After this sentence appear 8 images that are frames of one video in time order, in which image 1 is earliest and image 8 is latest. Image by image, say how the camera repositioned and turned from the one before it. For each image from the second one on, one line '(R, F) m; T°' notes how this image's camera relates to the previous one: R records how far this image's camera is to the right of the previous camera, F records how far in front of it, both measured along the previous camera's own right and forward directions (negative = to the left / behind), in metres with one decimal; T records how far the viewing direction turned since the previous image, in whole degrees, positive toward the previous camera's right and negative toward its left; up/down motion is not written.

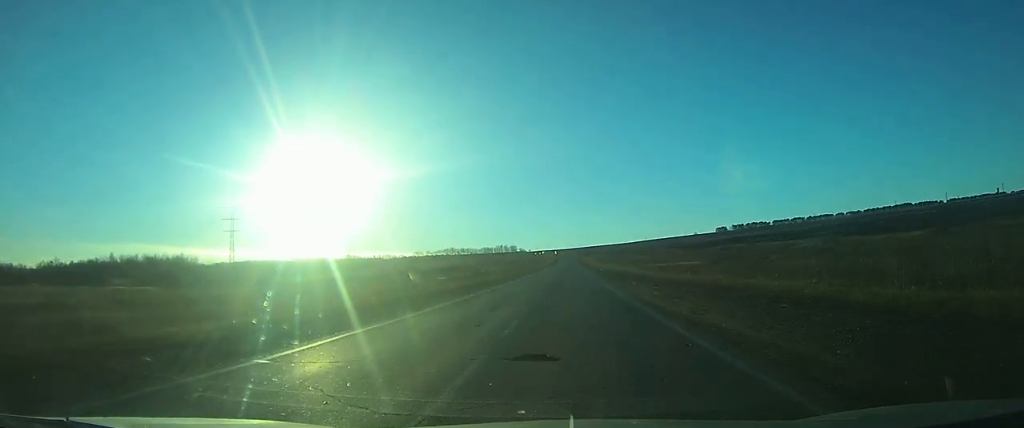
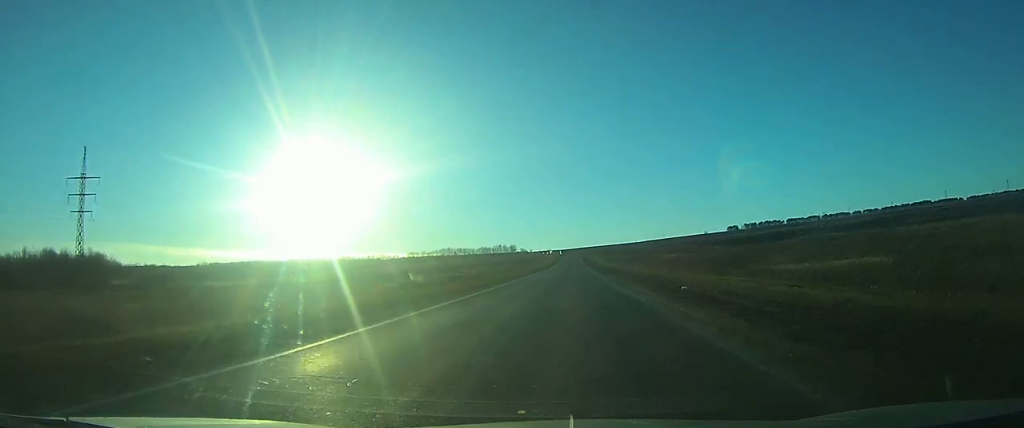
(-0.1, +57.2) m; 0°
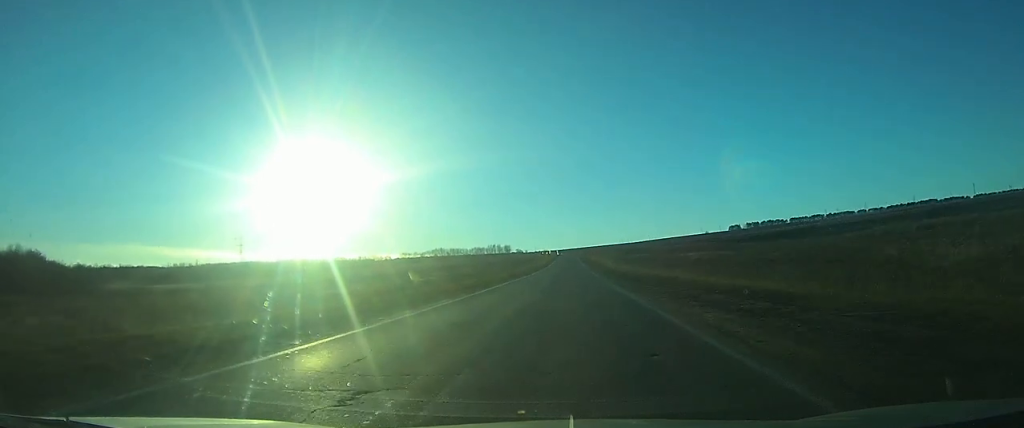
(0.0, +34.9) m; 0°
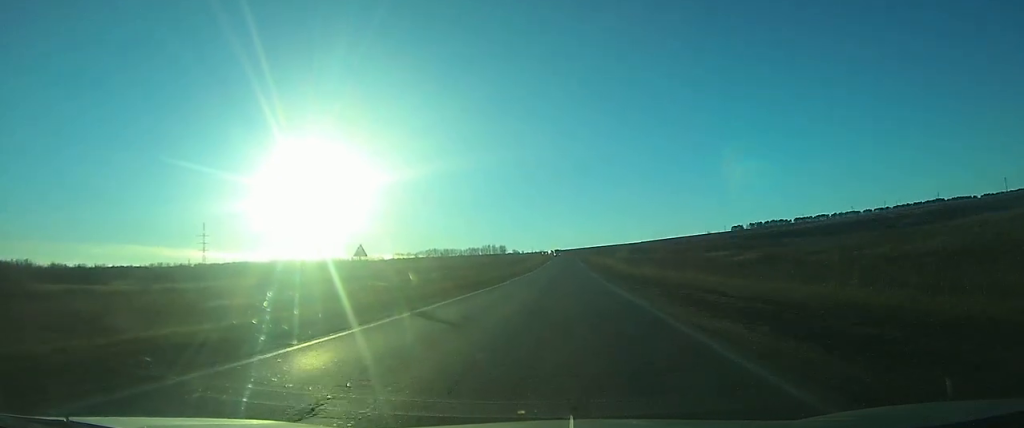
(-0.1, +34.9) m; 0°
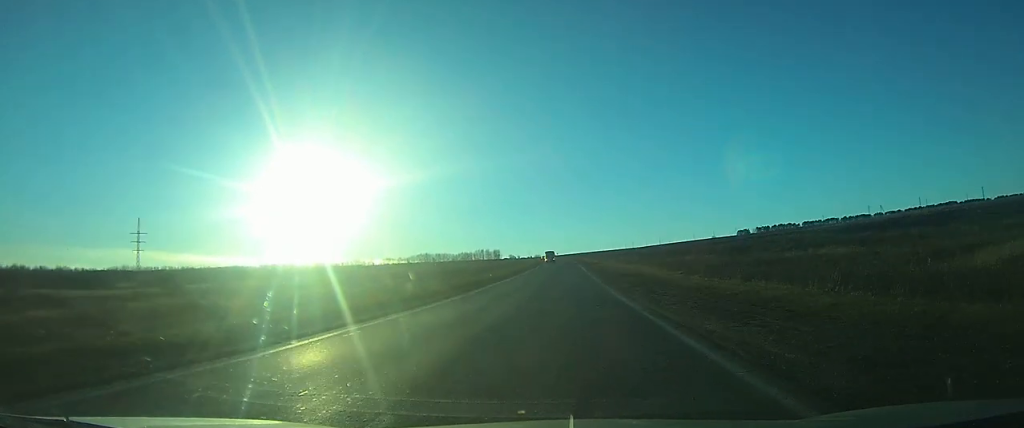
(+0.2, +49.2) m; 0°
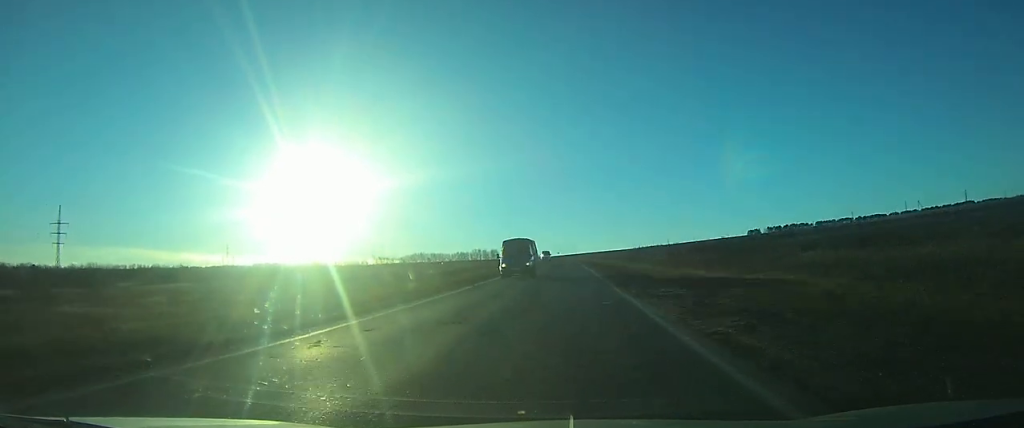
(+0.1, +48.4) m; 0°
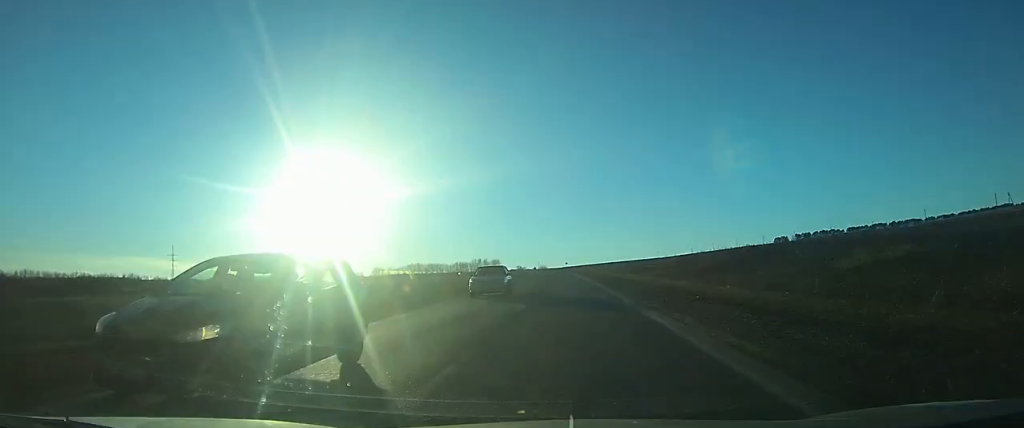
(-0.3, +78.8) m; -1°
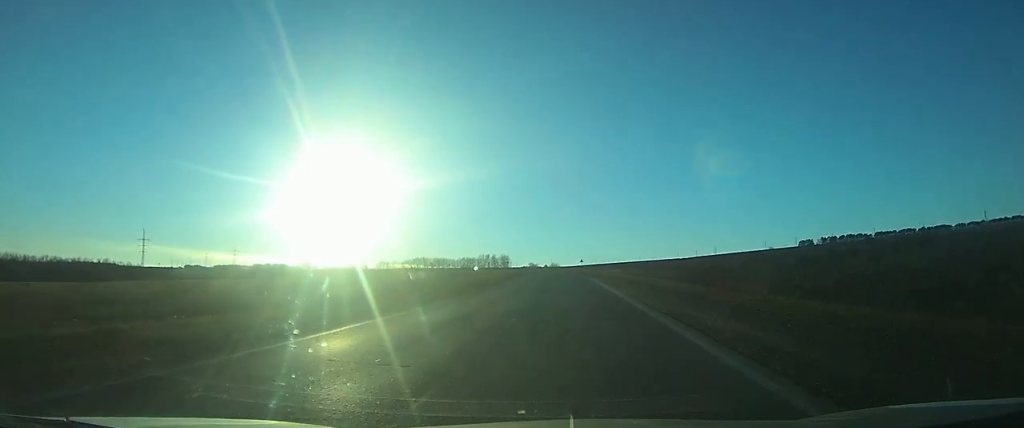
(-0.4, +38.9) m; -1°
